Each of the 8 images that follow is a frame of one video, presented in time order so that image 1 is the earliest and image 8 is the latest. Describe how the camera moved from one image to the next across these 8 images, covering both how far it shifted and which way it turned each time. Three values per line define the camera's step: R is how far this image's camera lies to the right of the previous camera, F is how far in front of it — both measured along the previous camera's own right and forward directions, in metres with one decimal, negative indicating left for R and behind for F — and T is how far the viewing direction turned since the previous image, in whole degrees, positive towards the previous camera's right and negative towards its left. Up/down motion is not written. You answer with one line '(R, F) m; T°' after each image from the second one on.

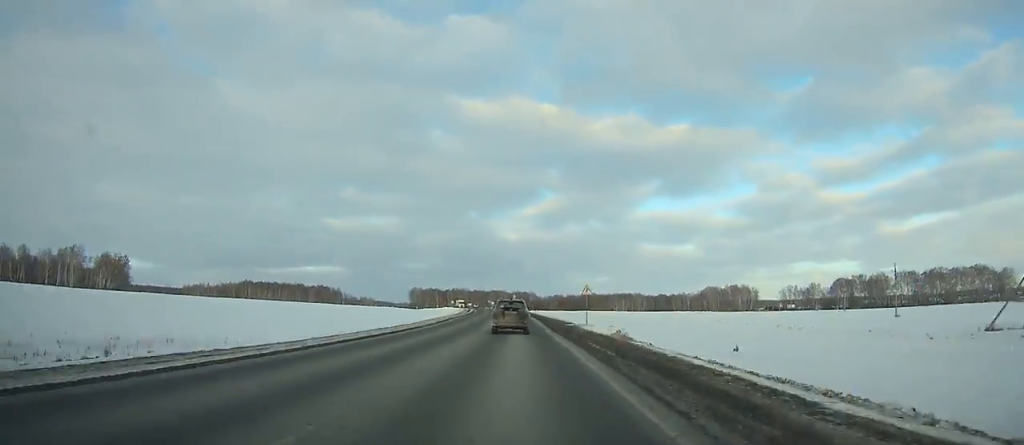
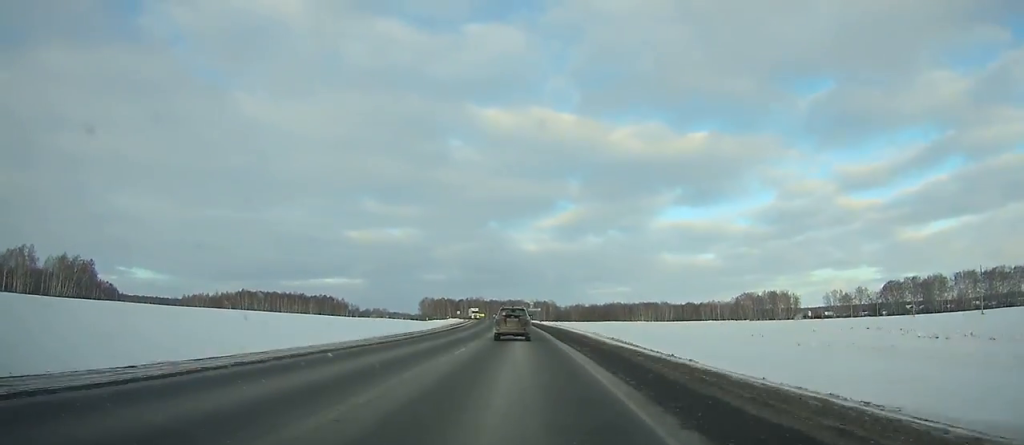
(-0.5, +44.9) m; -1°
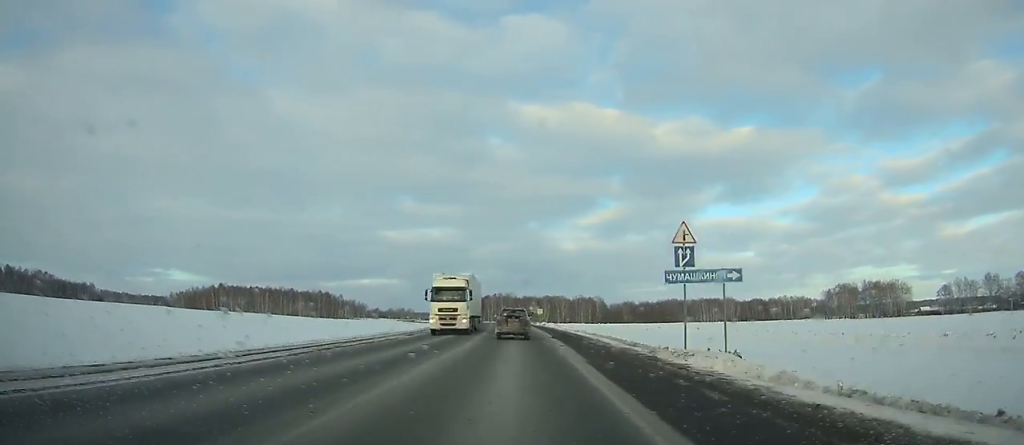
(-3.2, +105.7) m; -4°
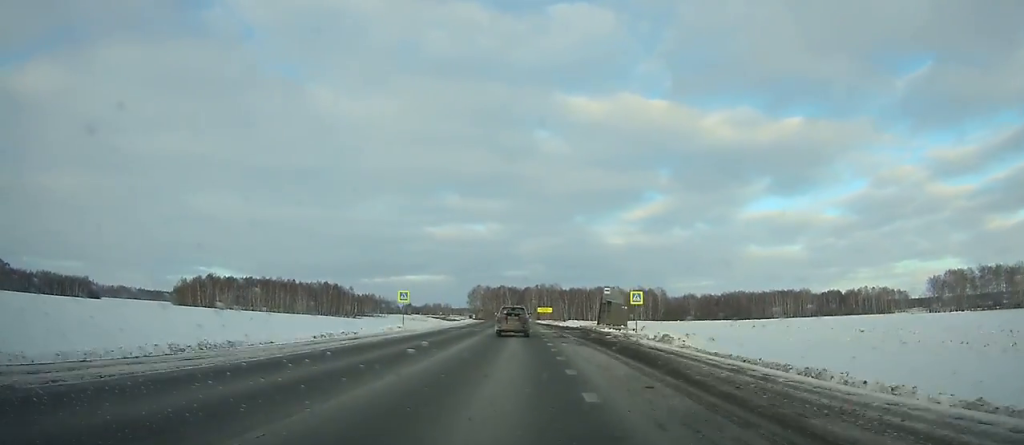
(-1.9, +76.4) m; -3°
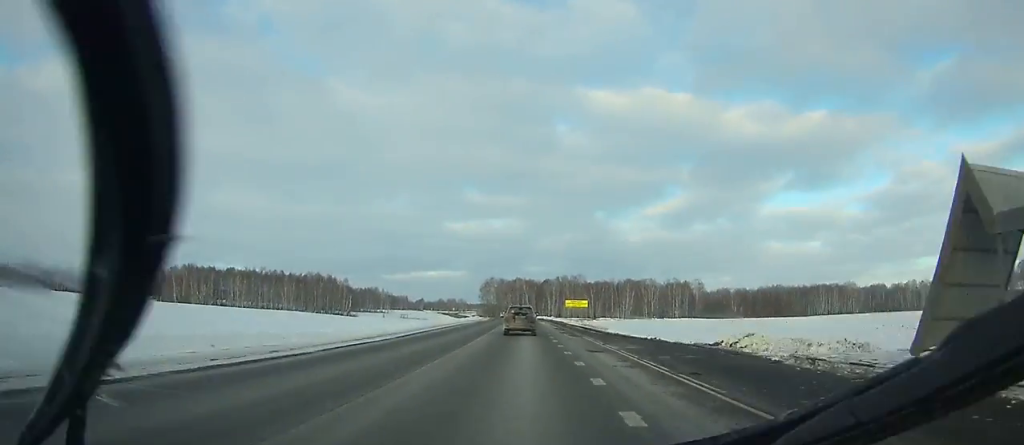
(-1.6, +47.4) m; -2°
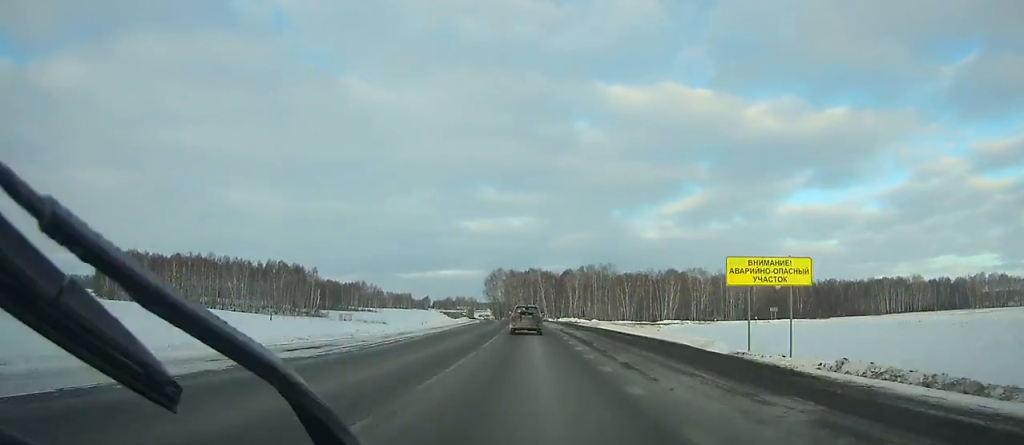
(-1.5, +68.4) m; -2°
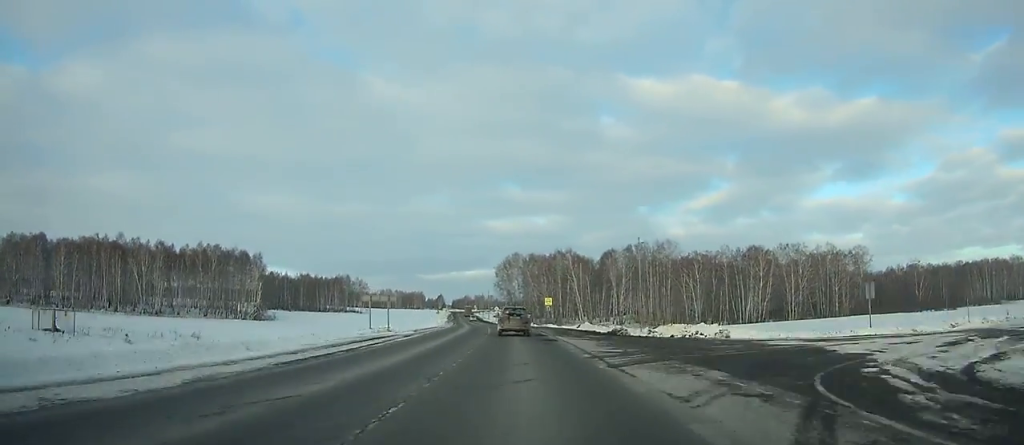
(-1.5, +76.1) m; -3°
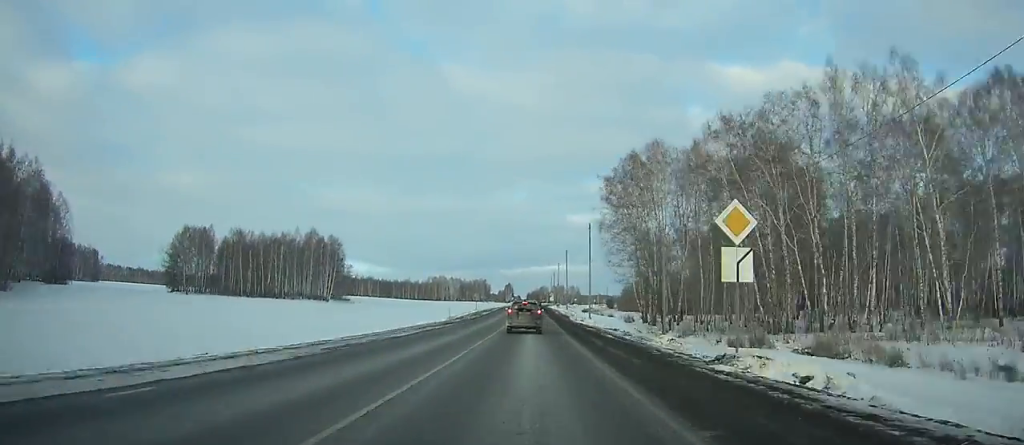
(-8.5, +136.3) m; -6°
